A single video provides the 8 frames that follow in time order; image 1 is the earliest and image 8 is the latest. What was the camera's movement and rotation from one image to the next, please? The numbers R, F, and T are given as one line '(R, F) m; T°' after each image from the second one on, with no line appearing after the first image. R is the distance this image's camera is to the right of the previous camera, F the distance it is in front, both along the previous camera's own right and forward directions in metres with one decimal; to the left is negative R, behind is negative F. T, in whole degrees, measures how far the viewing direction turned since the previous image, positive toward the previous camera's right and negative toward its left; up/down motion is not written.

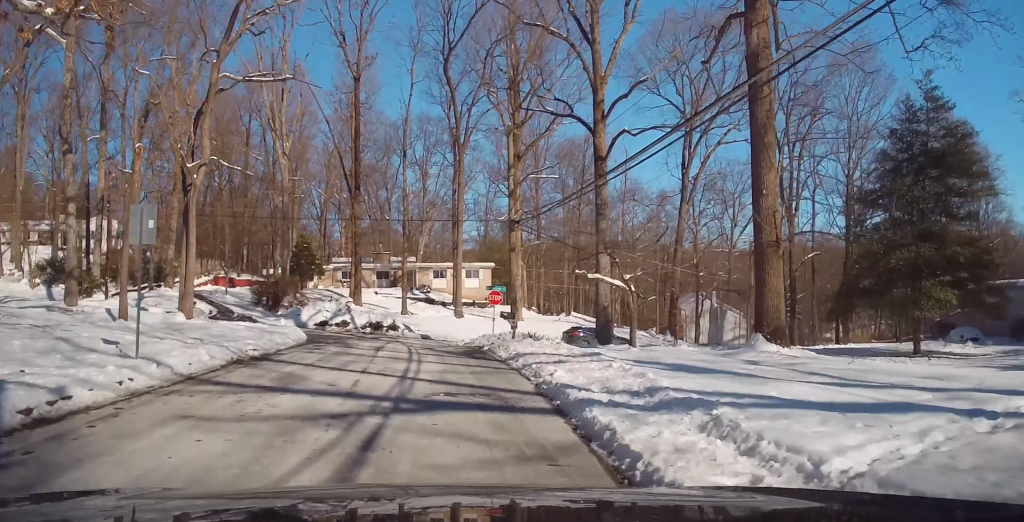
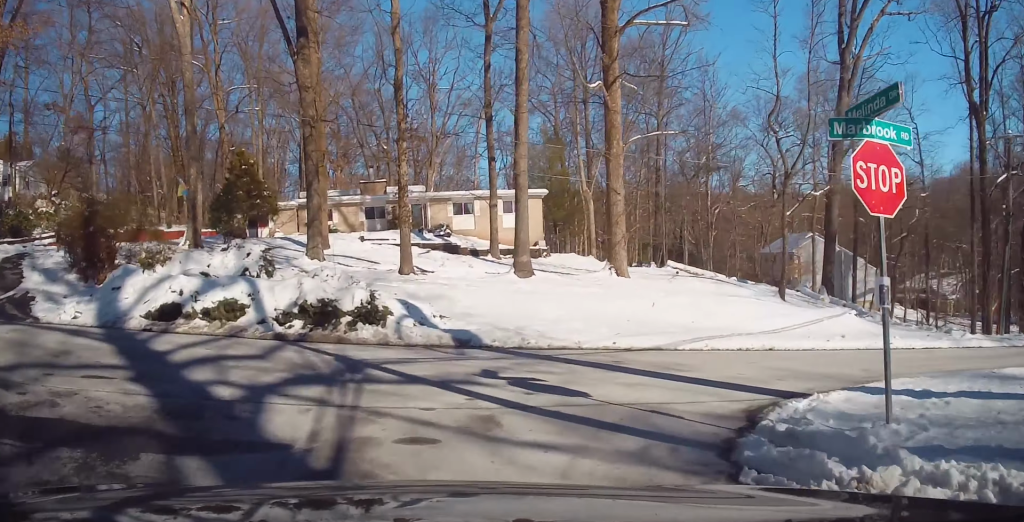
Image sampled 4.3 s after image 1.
(+0.7, +25.4) m; +14°
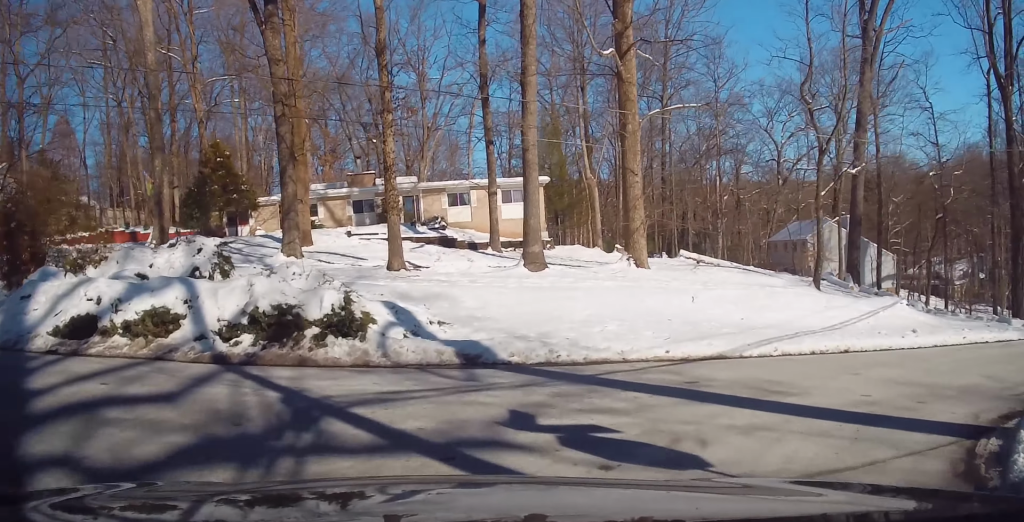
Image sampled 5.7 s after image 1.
(+0.5, +6.5) m; +24°
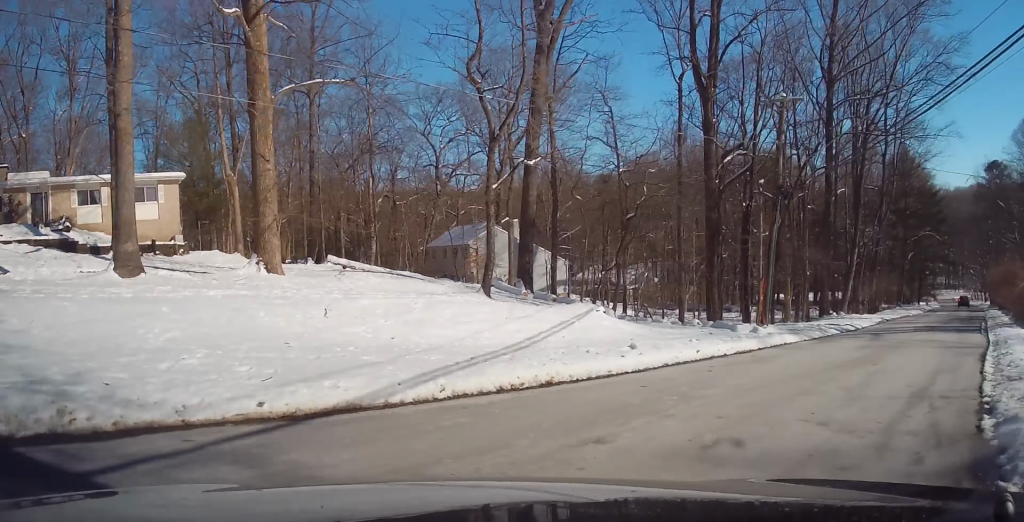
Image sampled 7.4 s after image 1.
(+3.0, +8.6) m; +27°
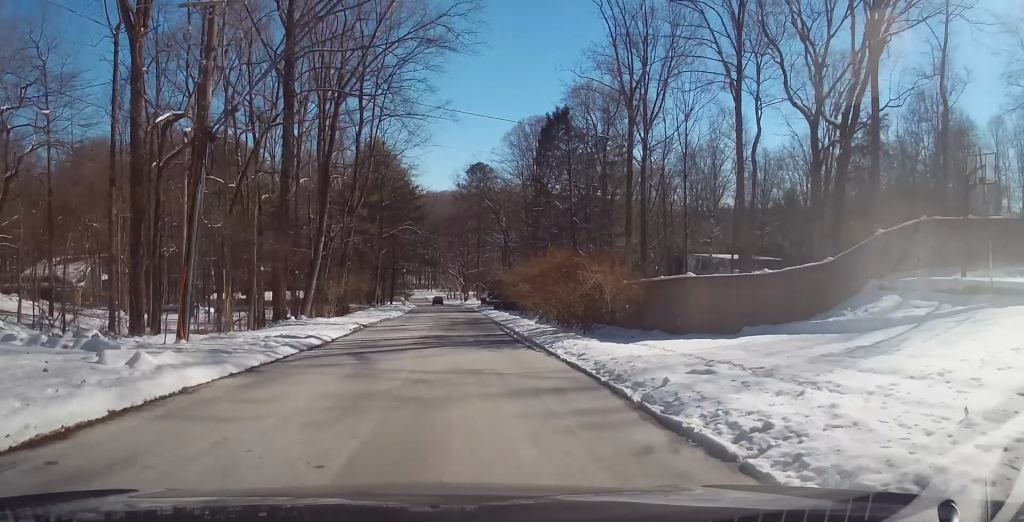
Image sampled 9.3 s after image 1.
(+2.9, +13.3) m; +13°
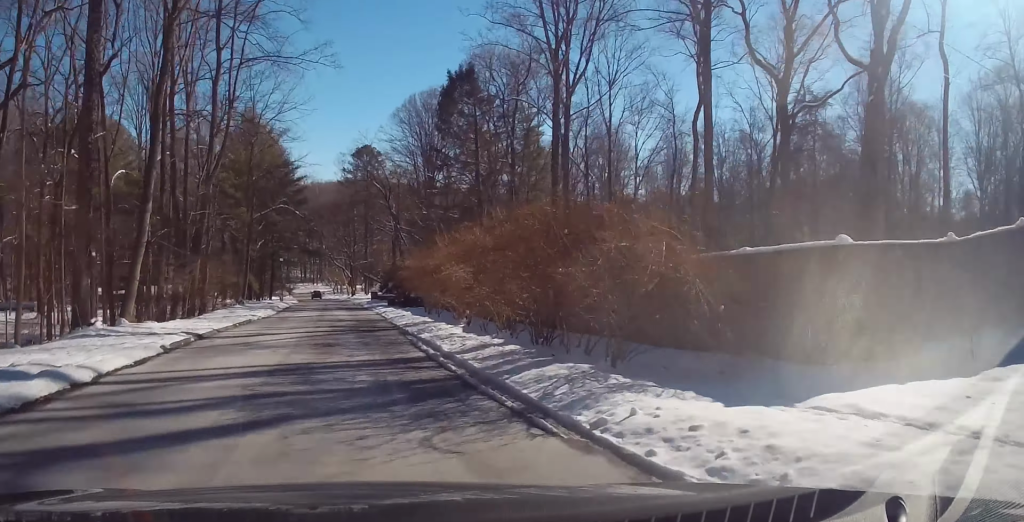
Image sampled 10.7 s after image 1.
(+0.5, +12.3) m; +2°
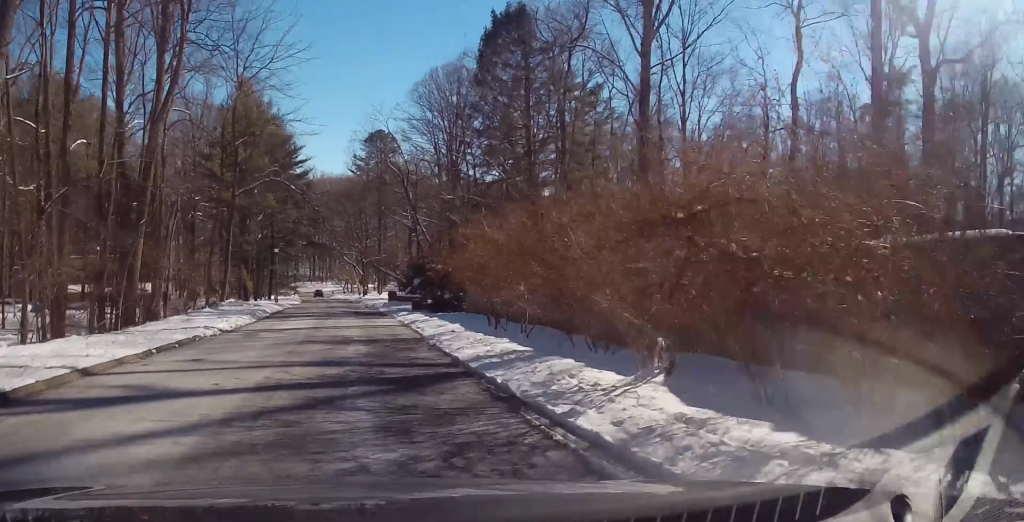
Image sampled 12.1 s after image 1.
(-0.1, +13.1) m; 0°
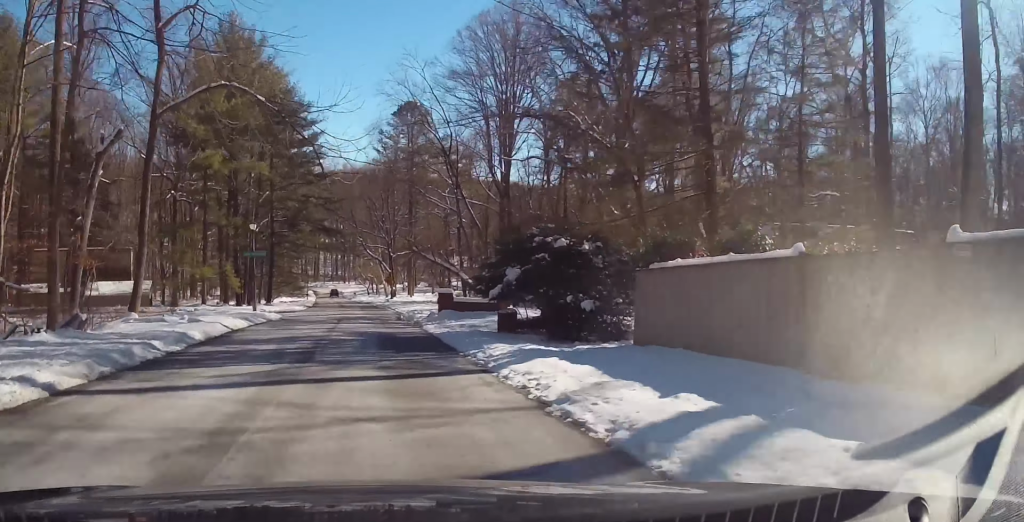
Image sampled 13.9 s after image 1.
(+0.3, +20.8) m; +1°
